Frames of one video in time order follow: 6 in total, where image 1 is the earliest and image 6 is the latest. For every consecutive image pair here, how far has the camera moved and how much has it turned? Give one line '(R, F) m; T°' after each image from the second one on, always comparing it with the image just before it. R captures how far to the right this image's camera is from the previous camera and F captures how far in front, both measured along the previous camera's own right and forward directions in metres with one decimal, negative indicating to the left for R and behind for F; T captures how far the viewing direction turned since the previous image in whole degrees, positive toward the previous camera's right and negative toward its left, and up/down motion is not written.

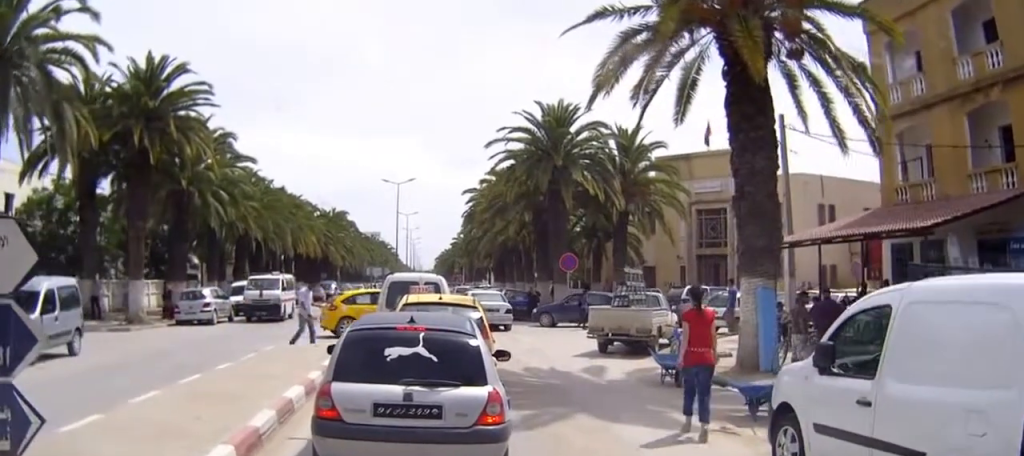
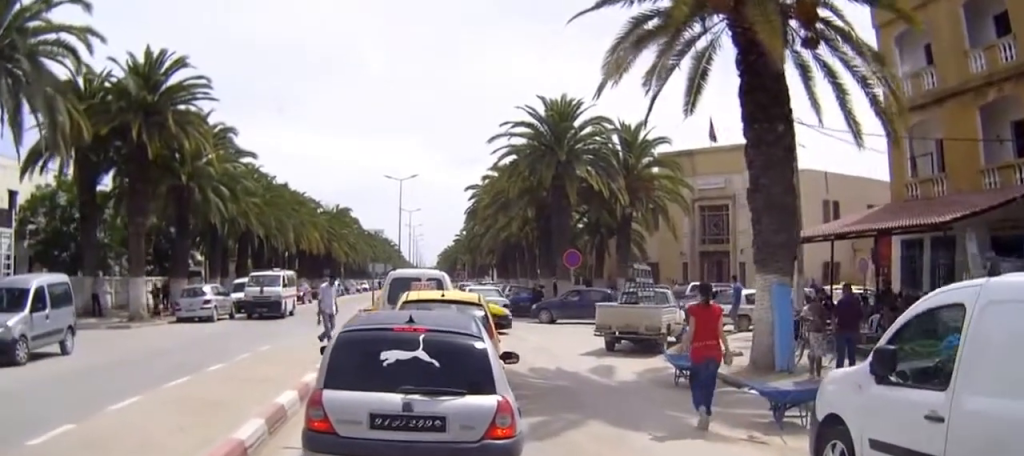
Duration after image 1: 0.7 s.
(0.0, +0.9) m; 0°
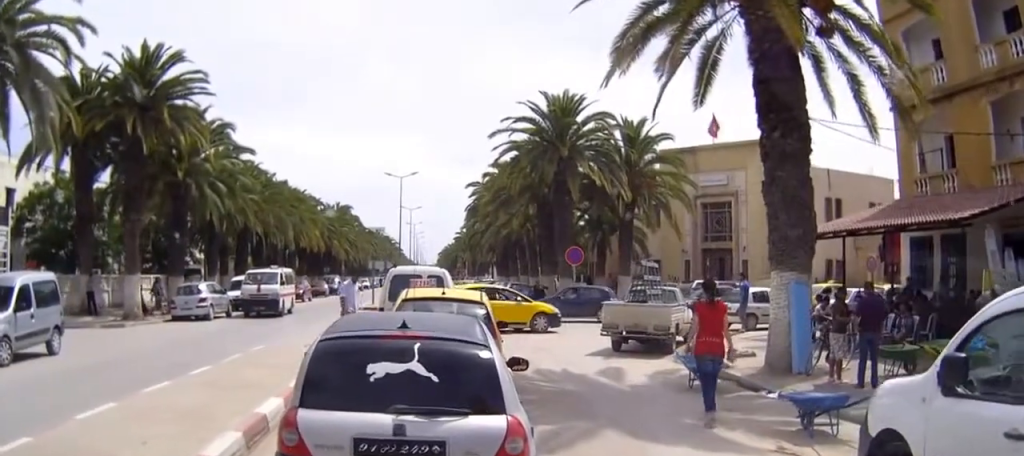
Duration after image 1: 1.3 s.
(0.0, +0.6) m; 0°
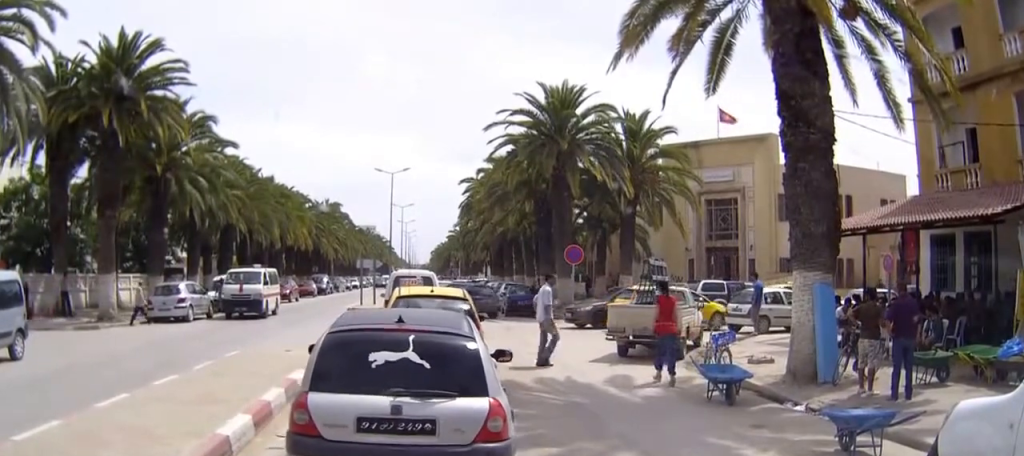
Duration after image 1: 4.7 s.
(-0.2, +1.5) m; 0°
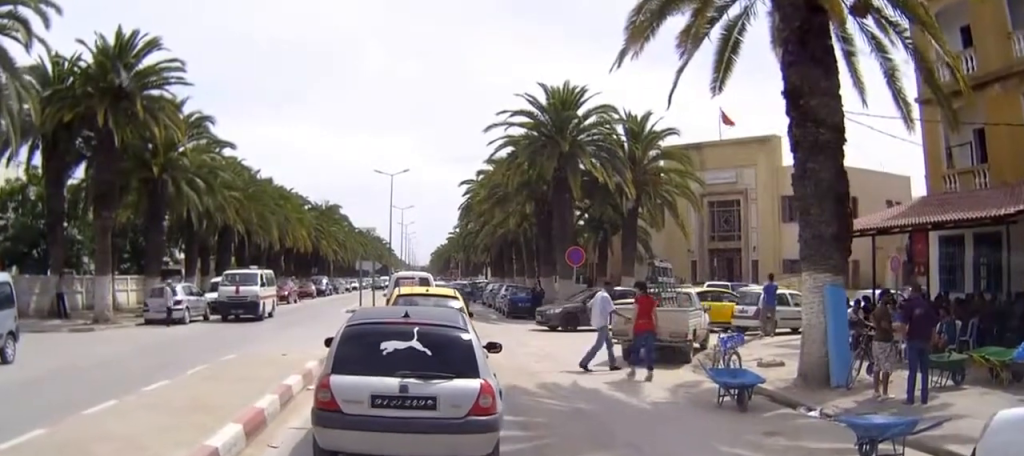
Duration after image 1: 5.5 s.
(0.0, +1.3) m; +1°
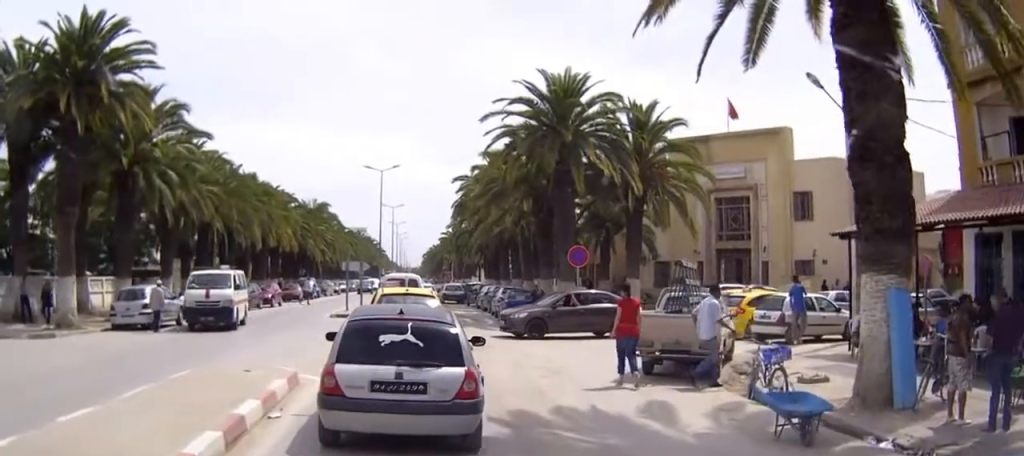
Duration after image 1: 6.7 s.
(+0.1, +2.6) m; 0°
